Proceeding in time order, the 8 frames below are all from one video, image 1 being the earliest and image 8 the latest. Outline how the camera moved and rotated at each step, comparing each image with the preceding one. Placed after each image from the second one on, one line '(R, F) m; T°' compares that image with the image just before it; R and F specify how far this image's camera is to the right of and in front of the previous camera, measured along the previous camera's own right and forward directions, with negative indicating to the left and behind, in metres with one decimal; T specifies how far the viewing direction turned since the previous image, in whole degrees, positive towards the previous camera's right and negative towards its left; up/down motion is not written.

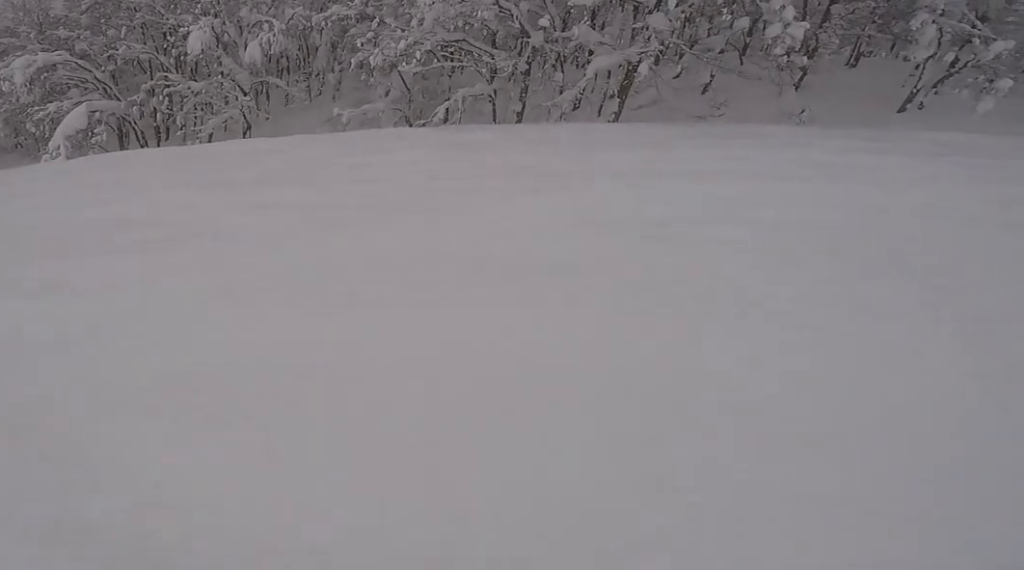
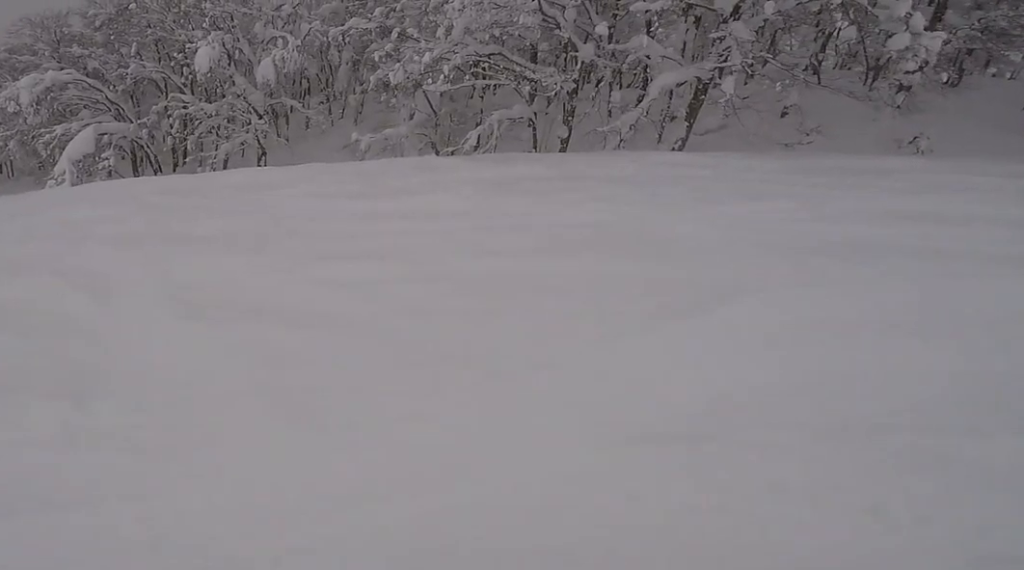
(+0.6, +3.1) m; +9°
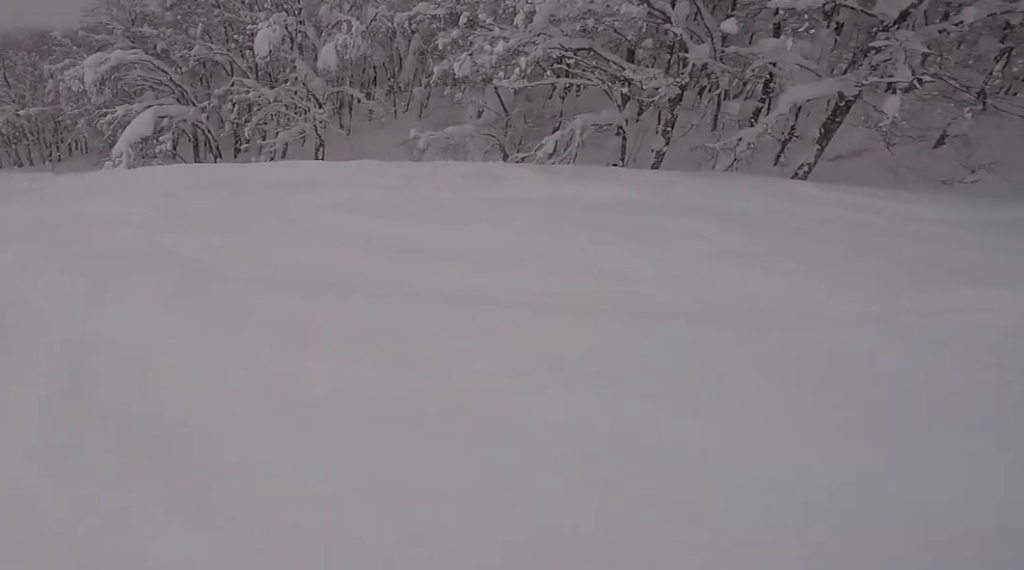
(+0.2, +2.3) m; -11°
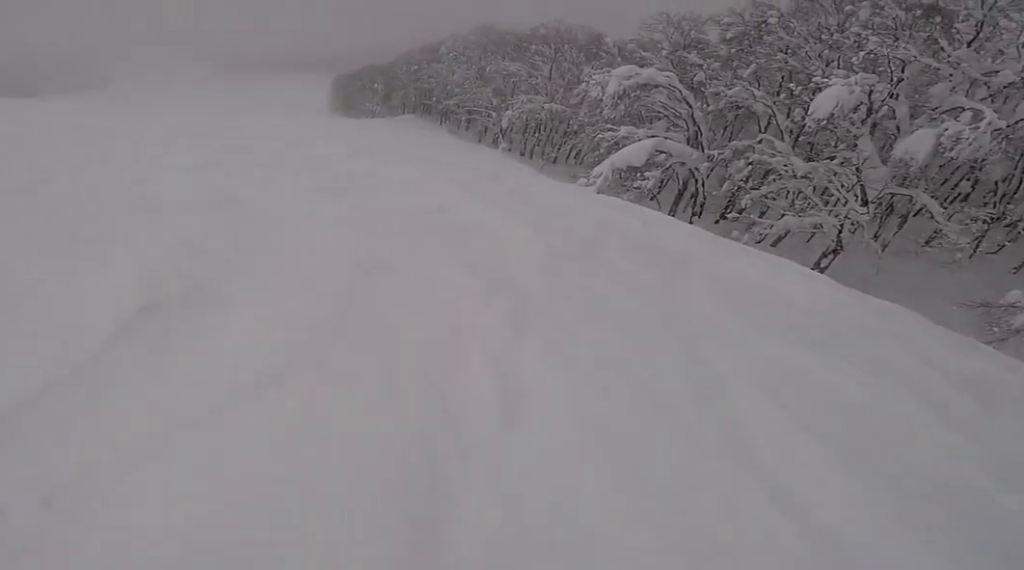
(-1.4, +3.7) m; -46°
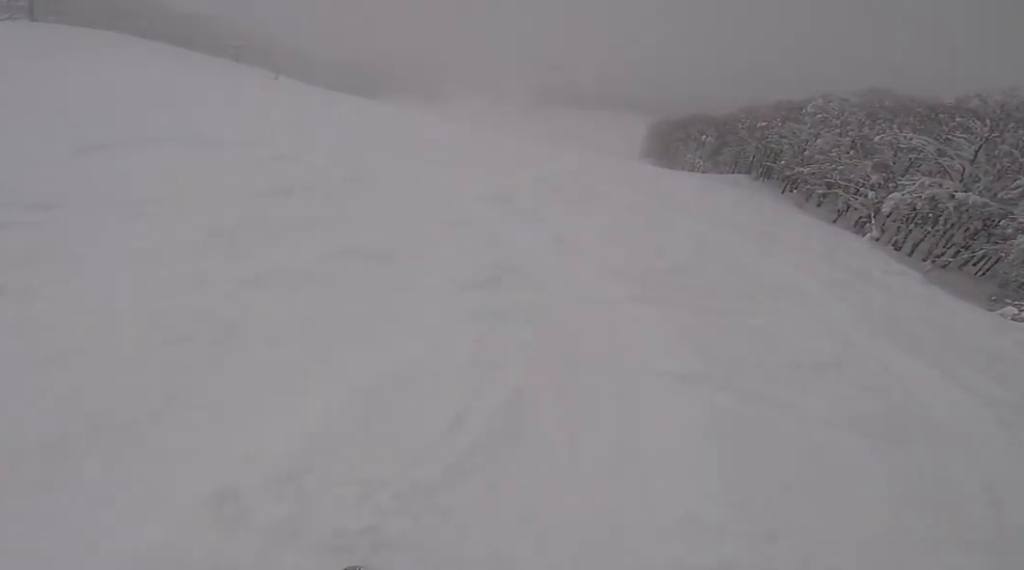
(-0.7, +2.4) m; -37°
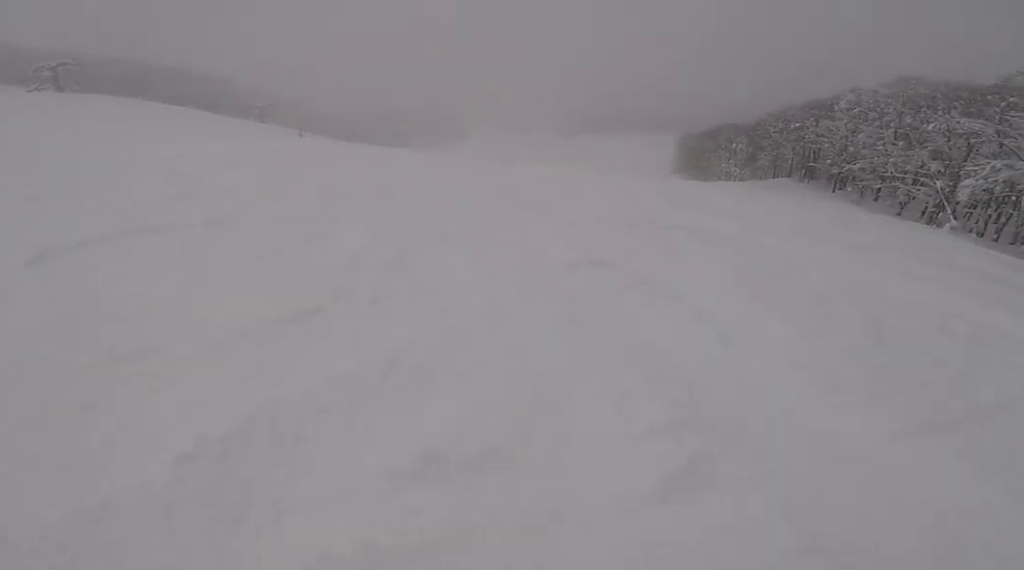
(-0.7, +2.2) m; -16°
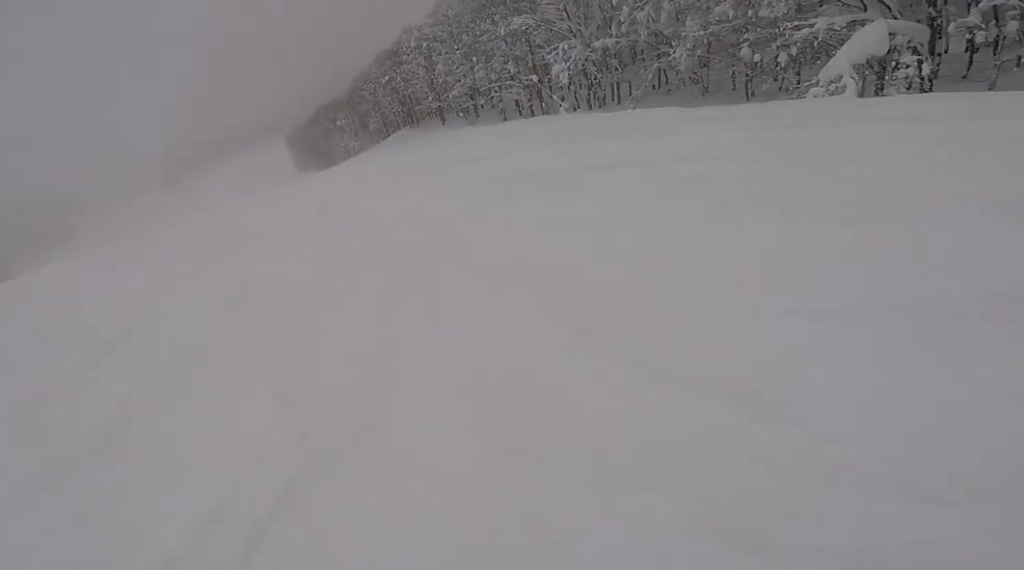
(-0.4, +6.6) m; +36°
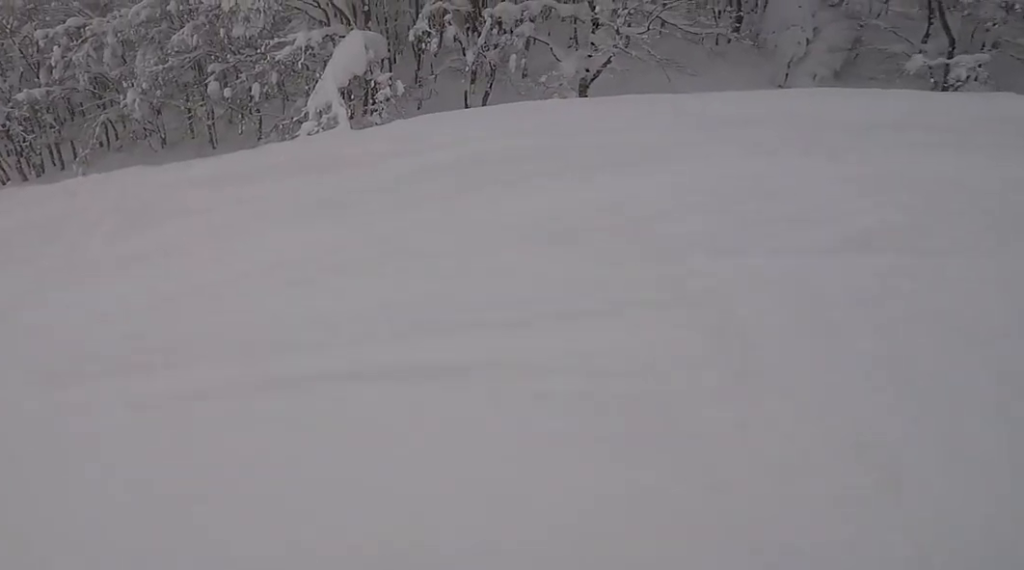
(+3.6, +7.1) m; +50°
